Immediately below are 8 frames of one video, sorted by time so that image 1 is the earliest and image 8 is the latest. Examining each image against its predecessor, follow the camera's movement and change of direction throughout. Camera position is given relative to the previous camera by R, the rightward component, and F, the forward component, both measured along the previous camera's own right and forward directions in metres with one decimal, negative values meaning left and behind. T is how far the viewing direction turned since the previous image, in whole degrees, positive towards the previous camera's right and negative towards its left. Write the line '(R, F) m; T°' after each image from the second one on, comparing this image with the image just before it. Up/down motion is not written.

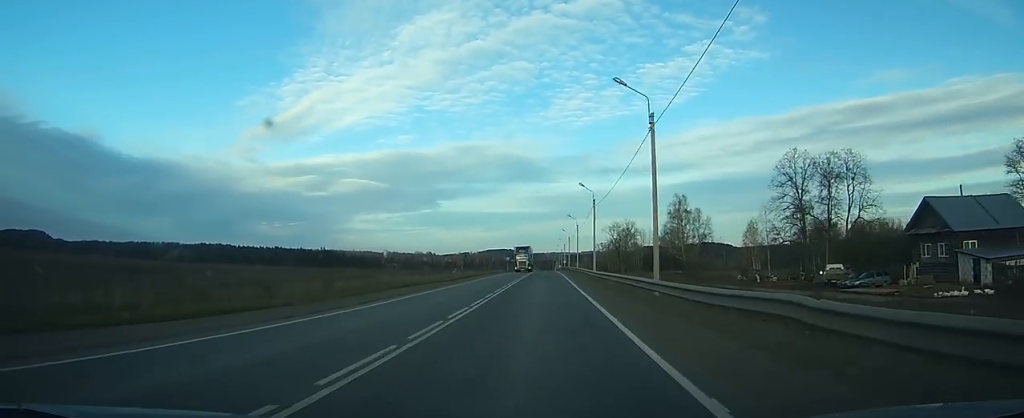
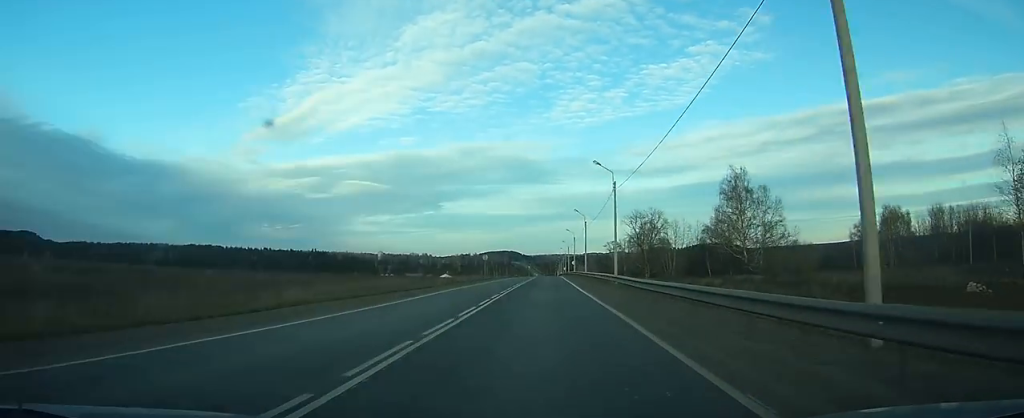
(+0.1, +50.1) m; 0°
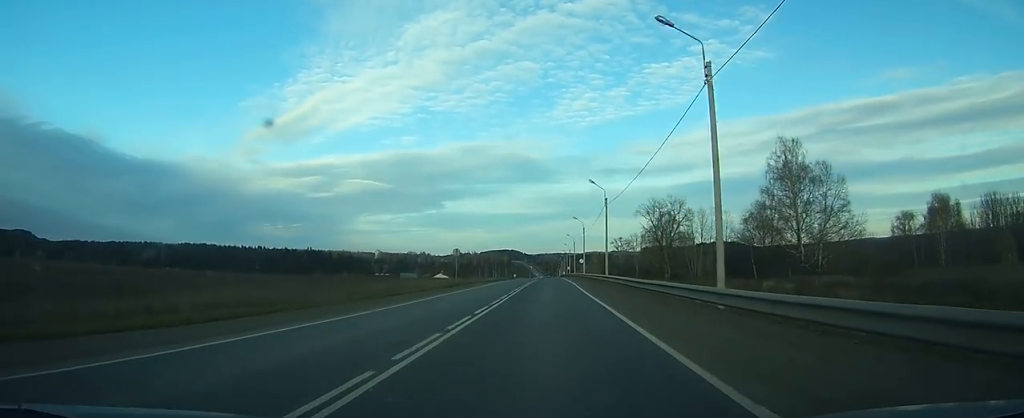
(-0.1, +26.2) m; 0°
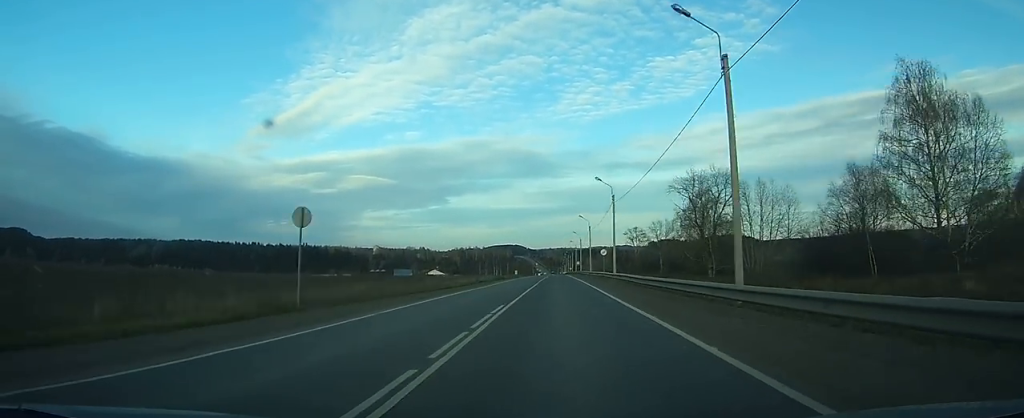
(-0.1, +35.6) m; 0°
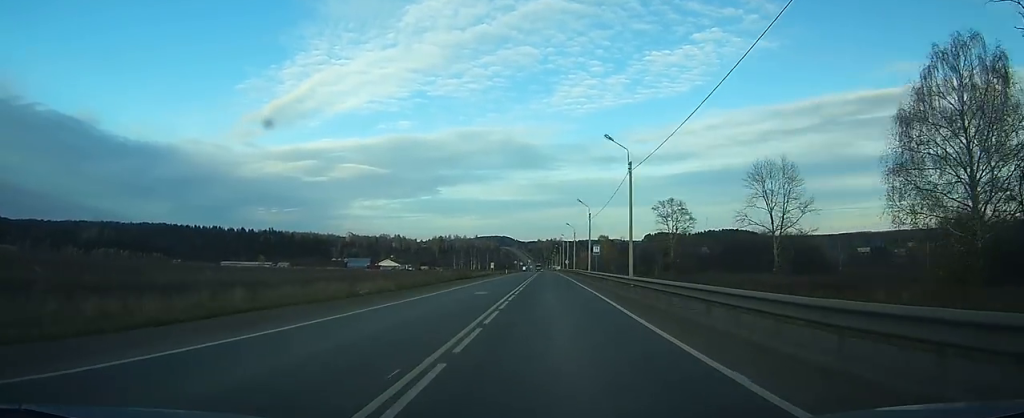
(-0.2, +89.0) m; 0°
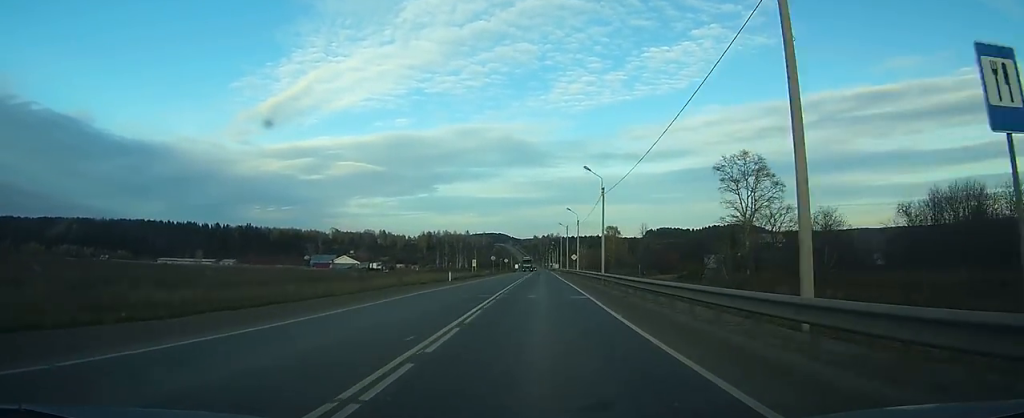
(+0.4, +59.5) m; +1°
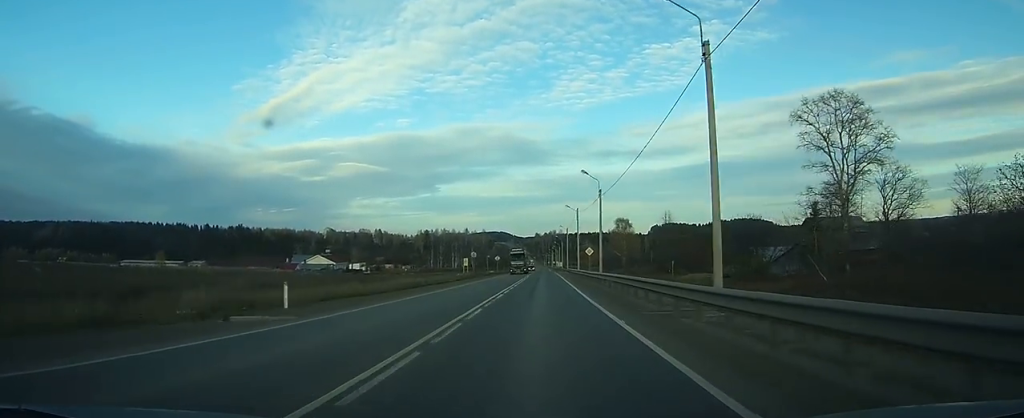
(+0.1, +31.3) m; 0°
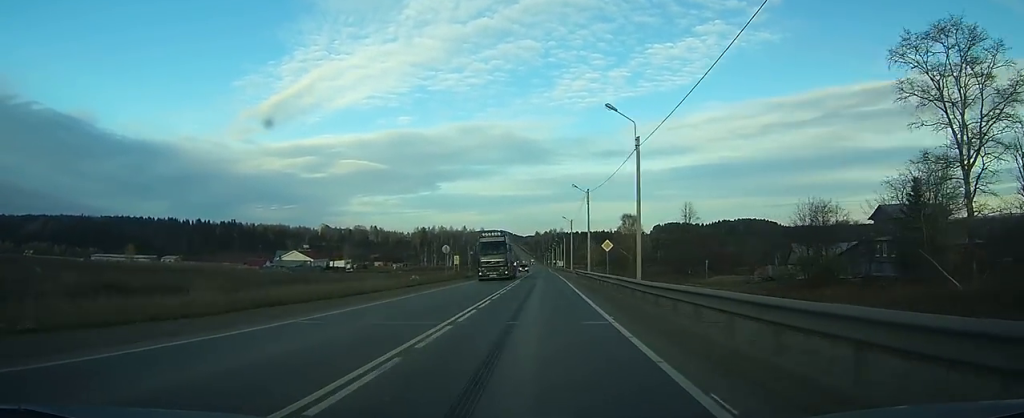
(0.0, +20.7) m; 0°
